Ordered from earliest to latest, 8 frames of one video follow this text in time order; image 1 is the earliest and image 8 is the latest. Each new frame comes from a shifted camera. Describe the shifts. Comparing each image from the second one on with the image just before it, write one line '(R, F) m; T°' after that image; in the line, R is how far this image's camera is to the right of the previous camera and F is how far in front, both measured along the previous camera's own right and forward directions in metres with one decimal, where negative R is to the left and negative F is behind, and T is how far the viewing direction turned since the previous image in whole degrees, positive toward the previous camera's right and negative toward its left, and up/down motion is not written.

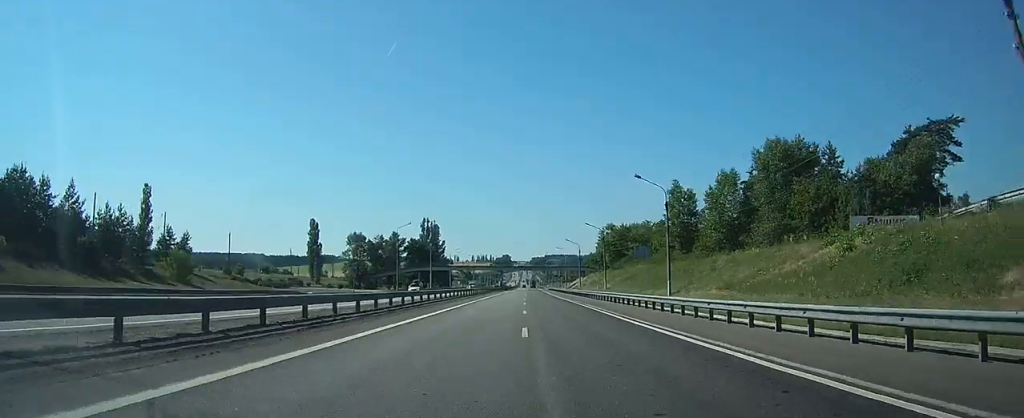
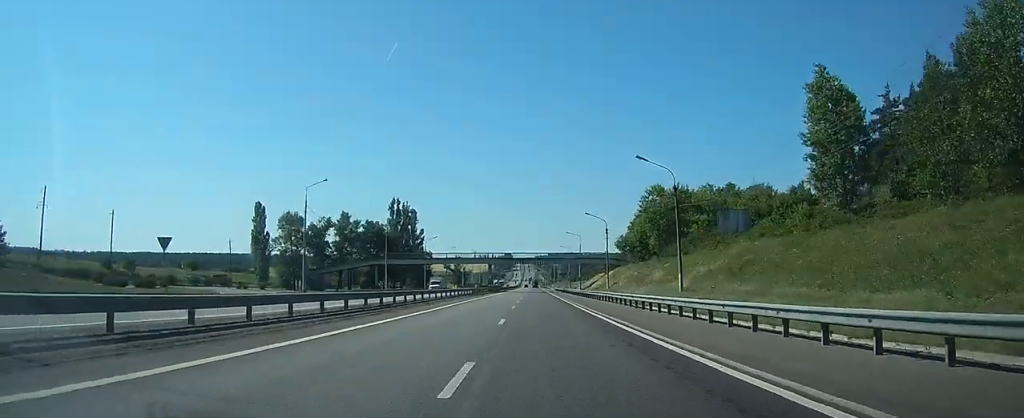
(0.0, +39.6) m; 0°
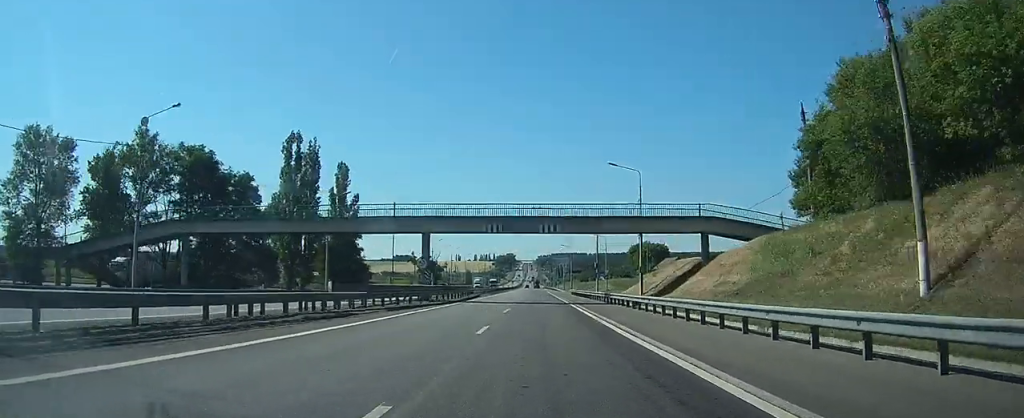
(0.0, +67.3) m; 0°
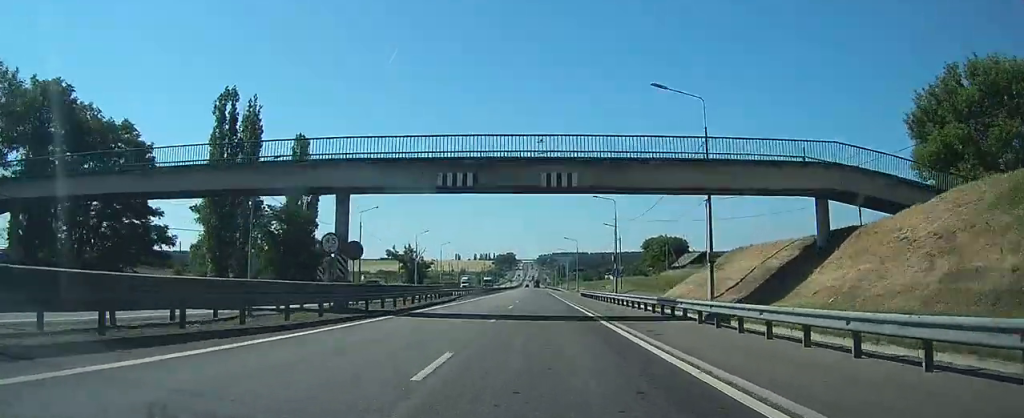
(0.0, +24.2) m; 0°
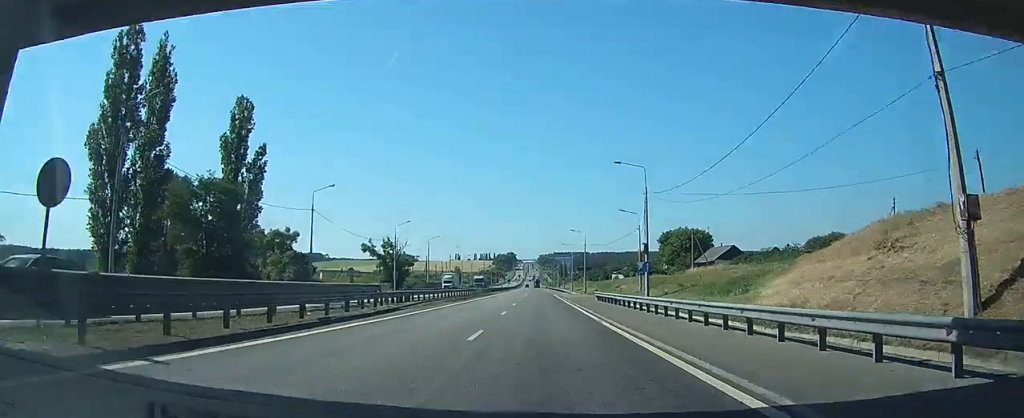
(0.0, +23.3) m; 0°
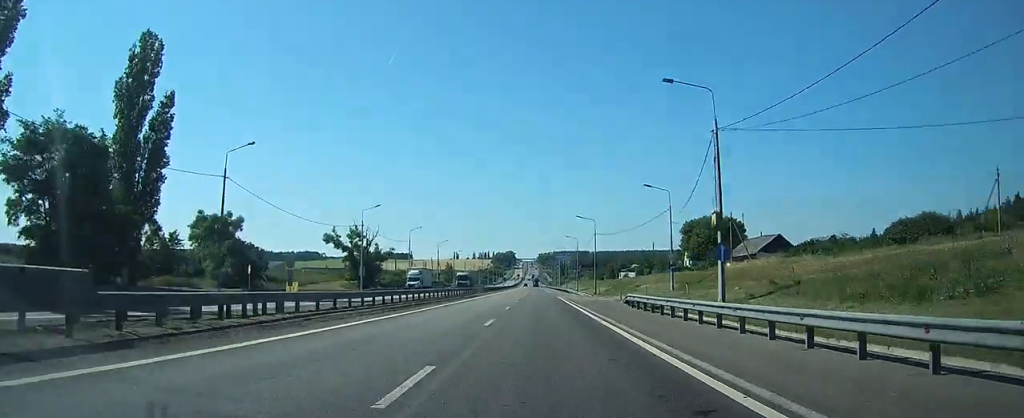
(0.0, +23.6) m; 0°
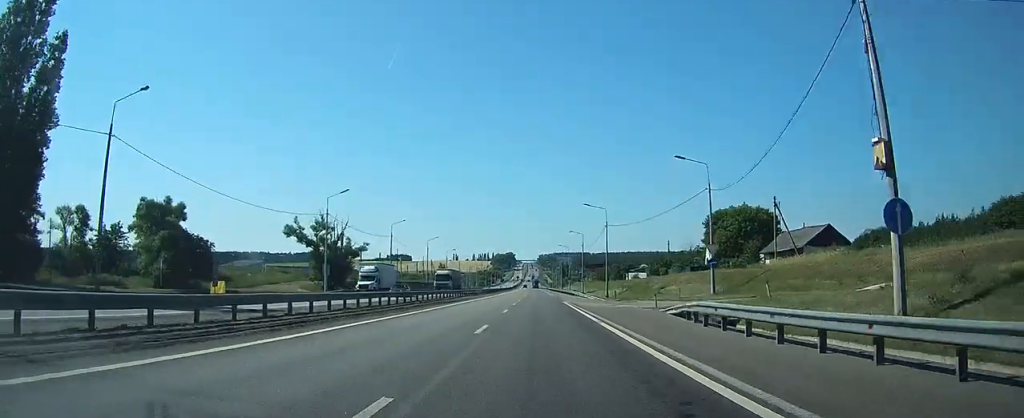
(0.0, +16.9) m; 0°
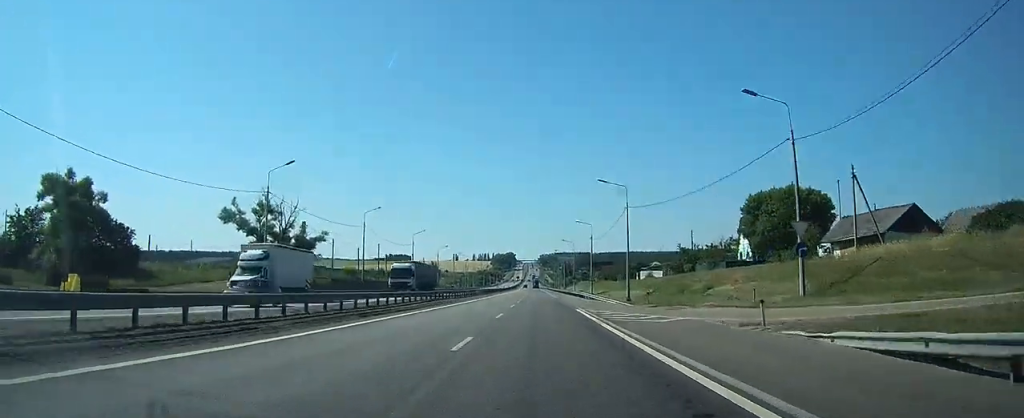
(0.0, +18.6) m; 0°
